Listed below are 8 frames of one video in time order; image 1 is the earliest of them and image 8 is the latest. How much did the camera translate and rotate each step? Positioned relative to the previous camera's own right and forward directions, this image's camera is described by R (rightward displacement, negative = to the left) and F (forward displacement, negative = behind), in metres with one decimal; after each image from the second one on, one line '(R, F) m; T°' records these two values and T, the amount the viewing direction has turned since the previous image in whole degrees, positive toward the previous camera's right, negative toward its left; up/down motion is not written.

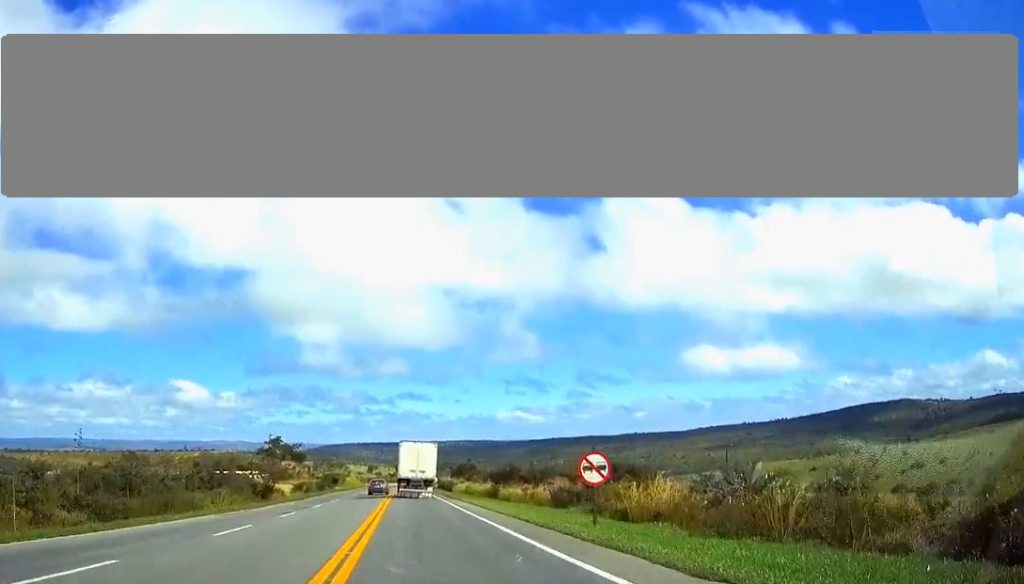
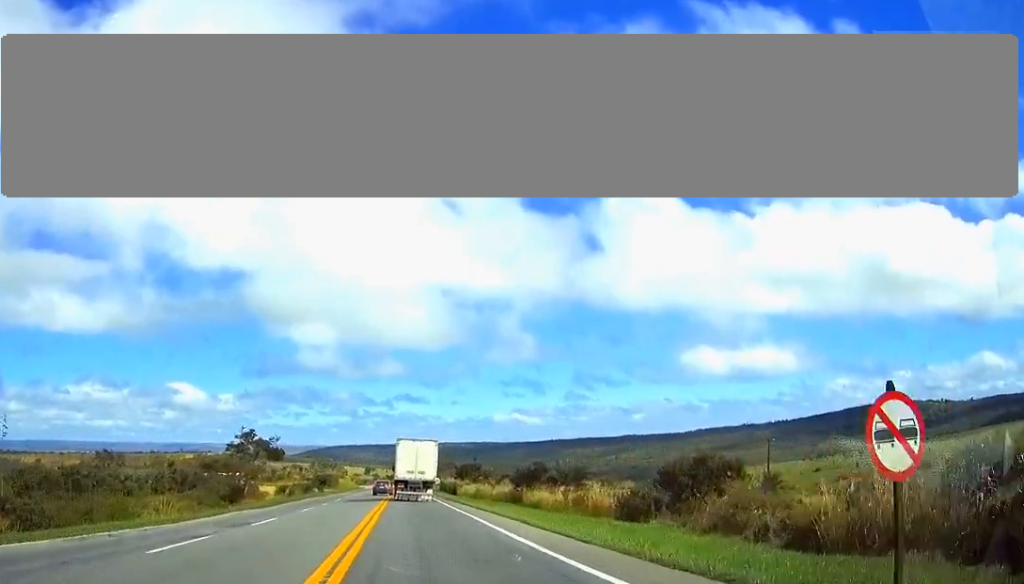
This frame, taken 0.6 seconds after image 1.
(0.0, +15.3) m; 0°
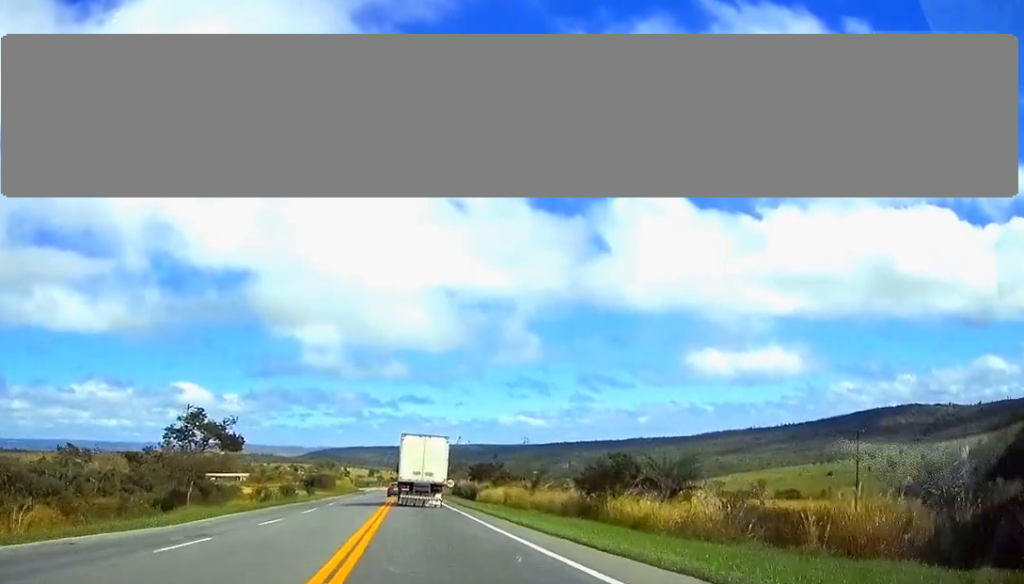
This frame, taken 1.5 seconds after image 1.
(0.0, +21.6) m; 0°
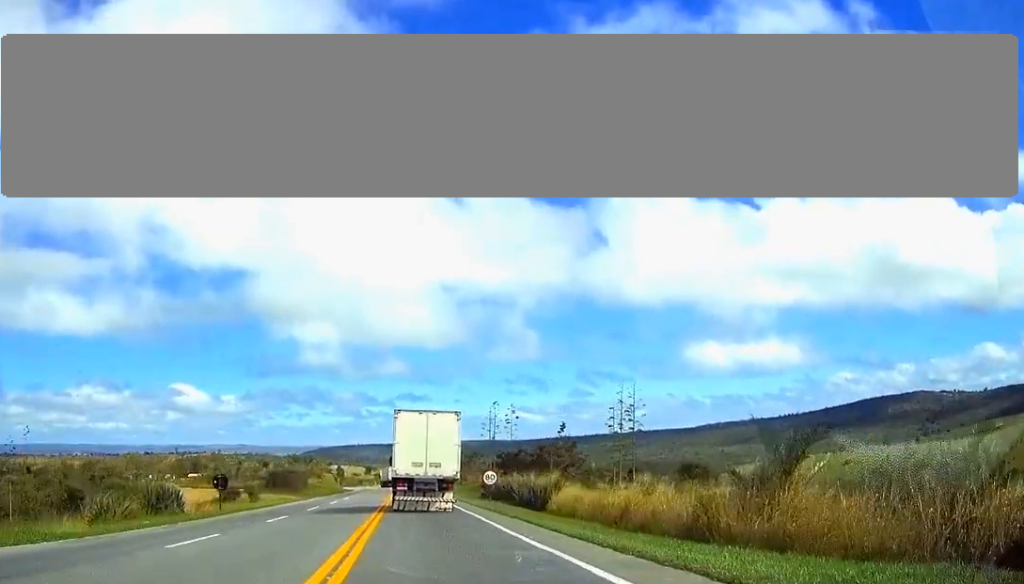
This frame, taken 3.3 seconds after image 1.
(+0.1, +43.0) m; 0°
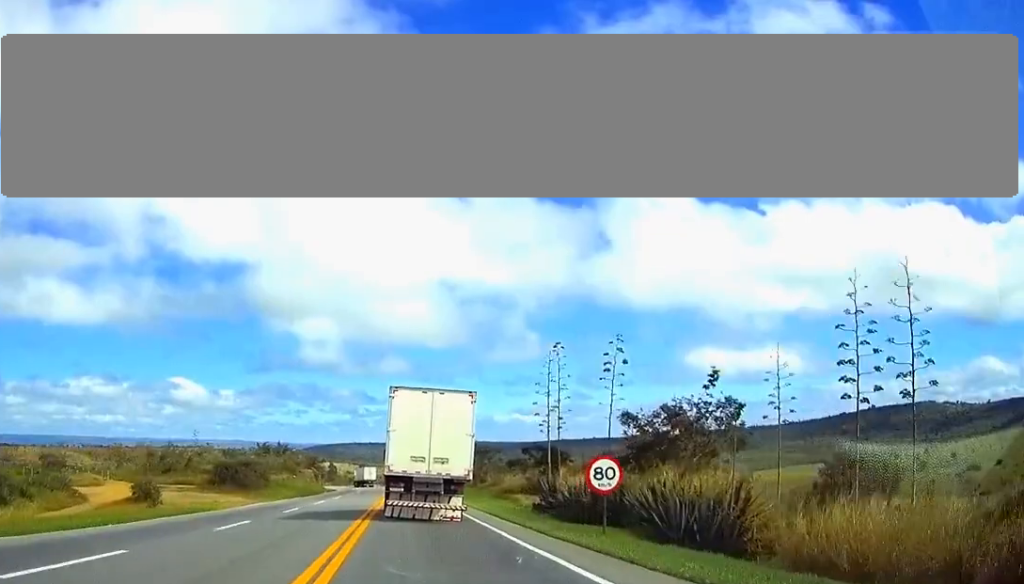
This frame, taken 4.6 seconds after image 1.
(0.0, +30.2) m; 0°
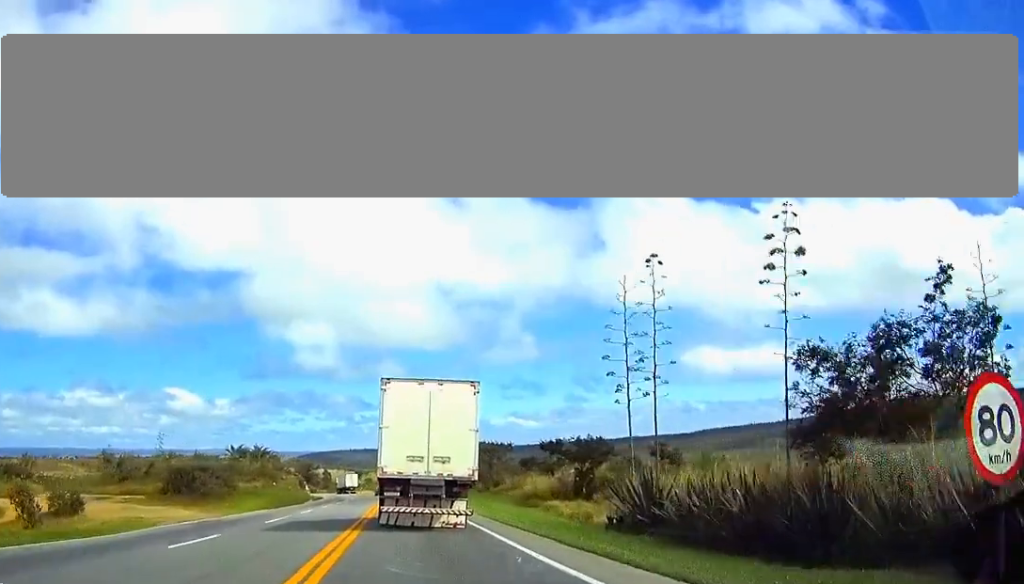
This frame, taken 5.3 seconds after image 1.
(+0.1, +15.7) m; 0°
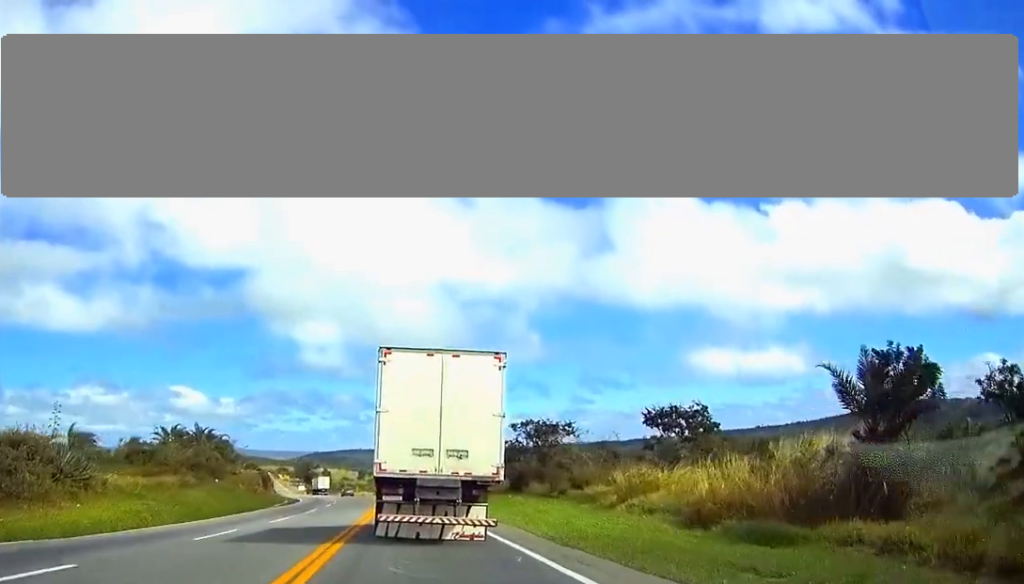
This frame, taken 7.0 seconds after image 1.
(-0.2, +33.8) m; -1°
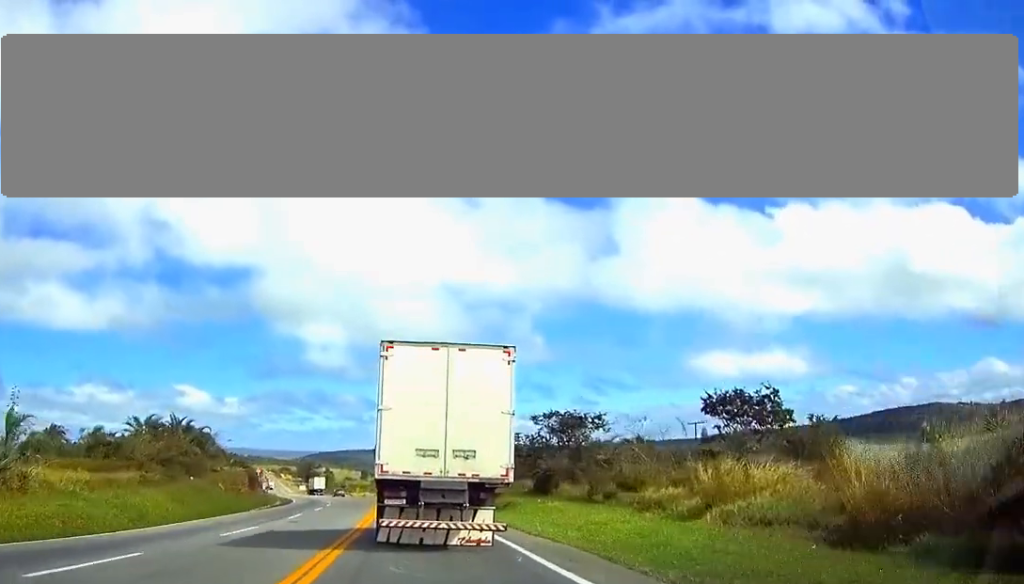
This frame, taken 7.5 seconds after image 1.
(0.0, +9.2) m; 0°
